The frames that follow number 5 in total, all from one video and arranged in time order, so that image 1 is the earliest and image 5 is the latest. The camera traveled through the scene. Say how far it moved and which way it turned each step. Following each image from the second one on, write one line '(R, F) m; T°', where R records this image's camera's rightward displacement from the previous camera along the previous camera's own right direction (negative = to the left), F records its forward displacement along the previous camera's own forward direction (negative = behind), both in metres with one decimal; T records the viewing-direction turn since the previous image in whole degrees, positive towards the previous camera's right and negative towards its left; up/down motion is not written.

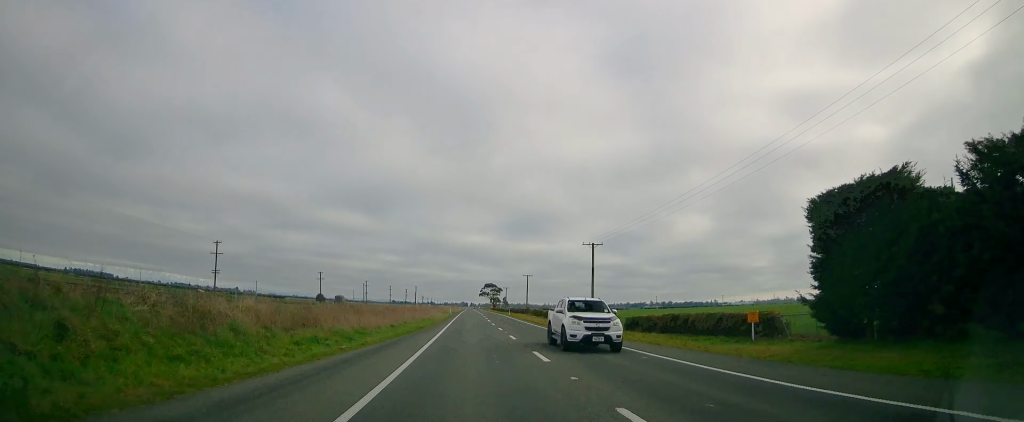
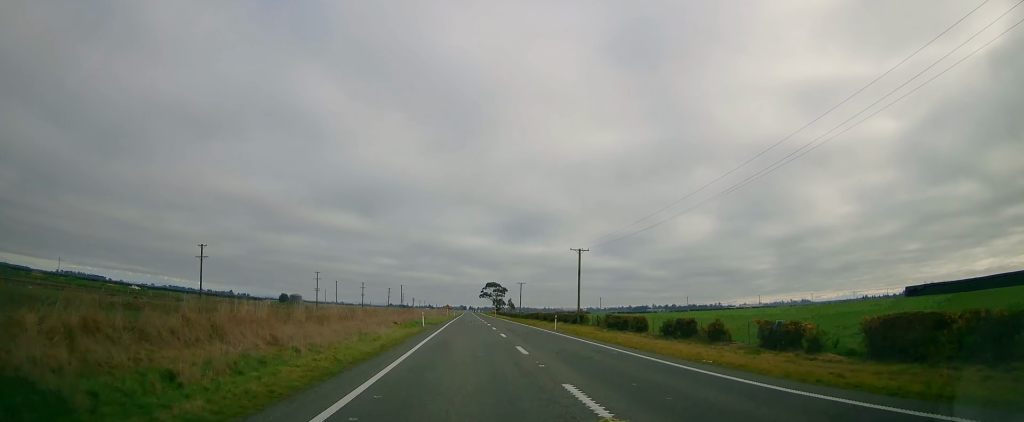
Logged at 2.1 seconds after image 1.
(+0.5, +57.1) m; -1°
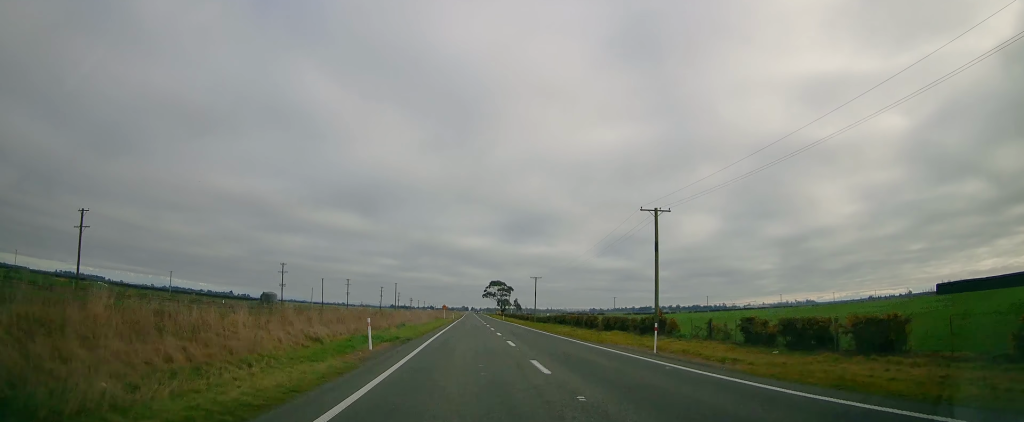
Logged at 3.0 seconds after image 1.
(-0.6, +25.0) m; 0°
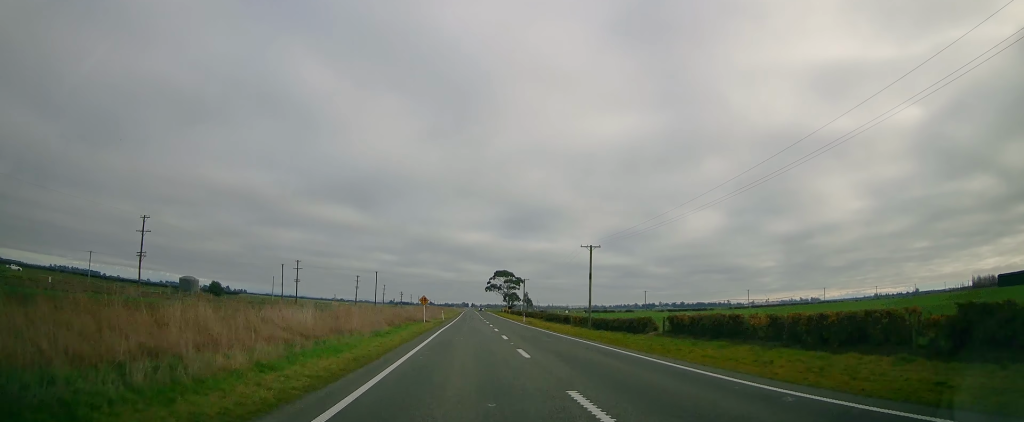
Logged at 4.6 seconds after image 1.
(+0.9, +45.8) m; +2°
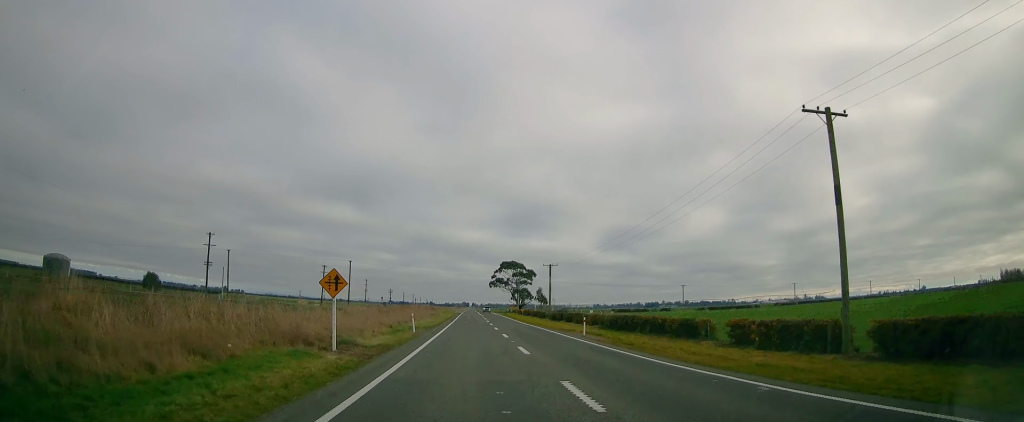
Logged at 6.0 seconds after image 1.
(-0.1, +38.1) m; -1°
